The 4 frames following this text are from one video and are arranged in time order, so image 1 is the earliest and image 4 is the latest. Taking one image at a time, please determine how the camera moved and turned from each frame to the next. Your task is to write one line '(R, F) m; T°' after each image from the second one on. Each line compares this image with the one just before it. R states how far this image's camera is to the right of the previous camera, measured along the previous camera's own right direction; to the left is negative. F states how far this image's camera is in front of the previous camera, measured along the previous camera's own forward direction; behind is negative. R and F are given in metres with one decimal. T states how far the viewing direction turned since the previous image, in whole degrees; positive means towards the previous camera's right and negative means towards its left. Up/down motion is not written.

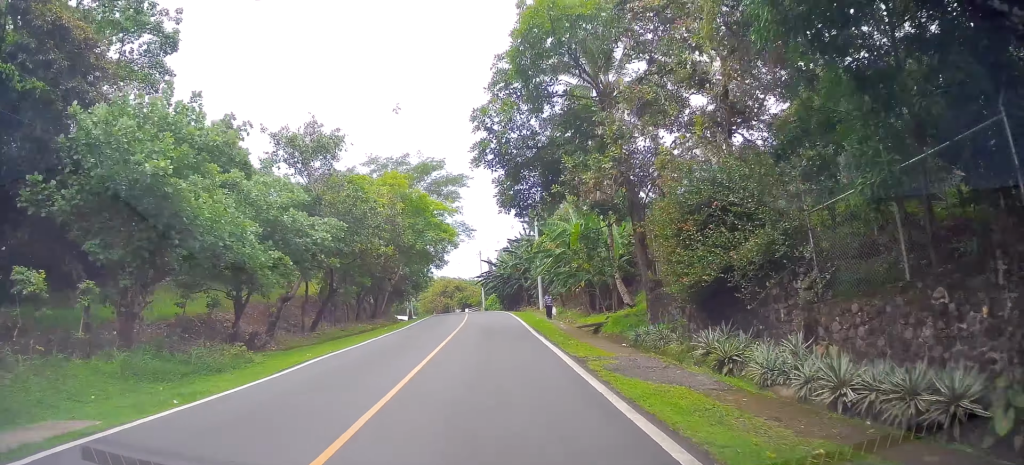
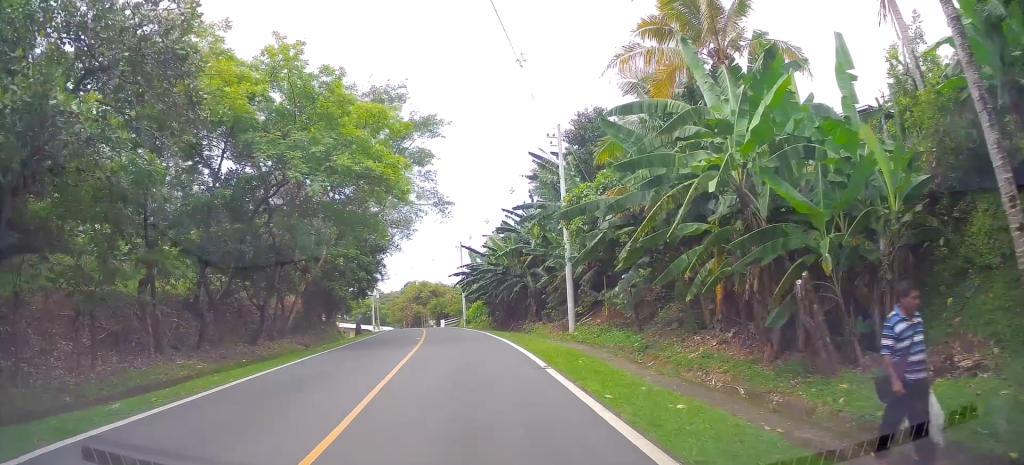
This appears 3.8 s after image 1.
(+1.7, +21.4) m; +3°
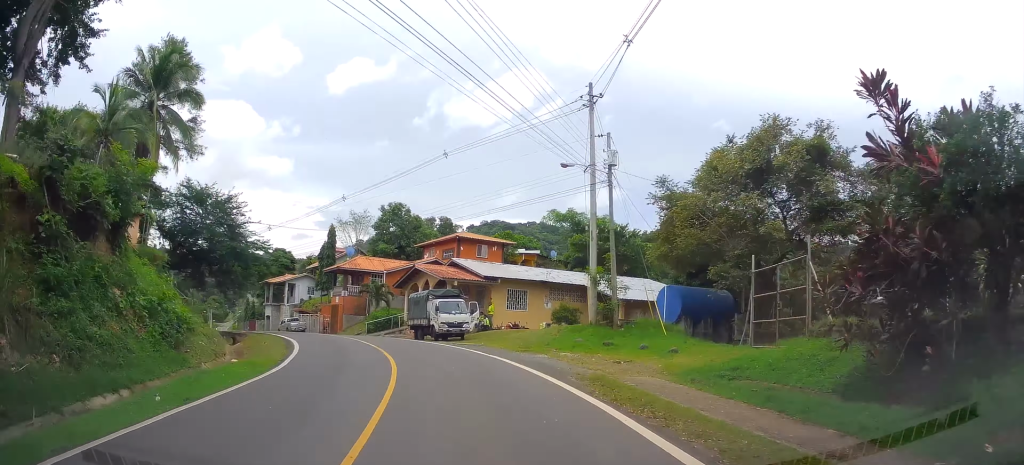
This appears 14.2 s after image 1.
(-14.2, +76.9) m; -25°
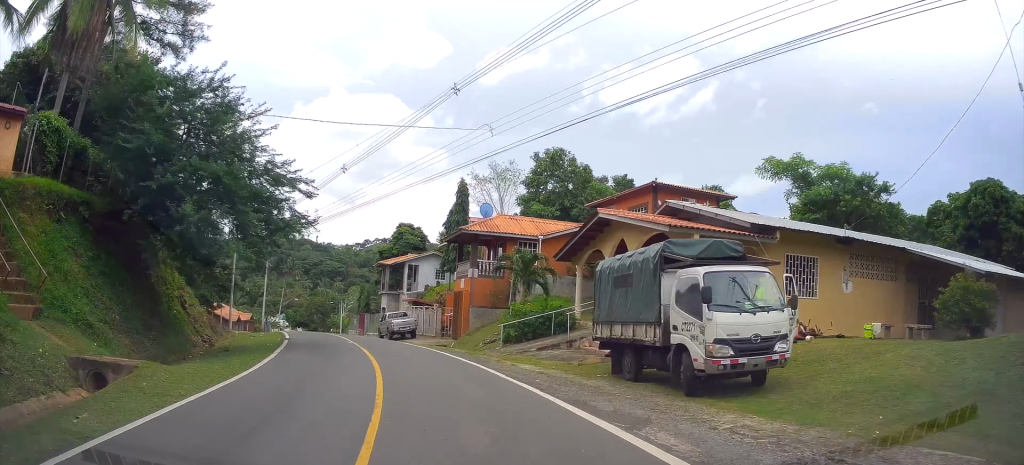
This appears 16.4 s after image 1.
(-1.3, +20.2) m; -12°
